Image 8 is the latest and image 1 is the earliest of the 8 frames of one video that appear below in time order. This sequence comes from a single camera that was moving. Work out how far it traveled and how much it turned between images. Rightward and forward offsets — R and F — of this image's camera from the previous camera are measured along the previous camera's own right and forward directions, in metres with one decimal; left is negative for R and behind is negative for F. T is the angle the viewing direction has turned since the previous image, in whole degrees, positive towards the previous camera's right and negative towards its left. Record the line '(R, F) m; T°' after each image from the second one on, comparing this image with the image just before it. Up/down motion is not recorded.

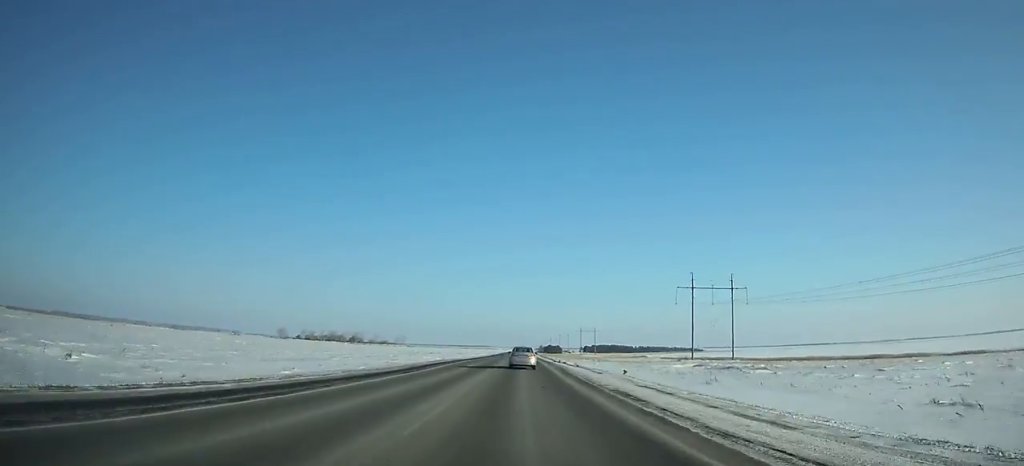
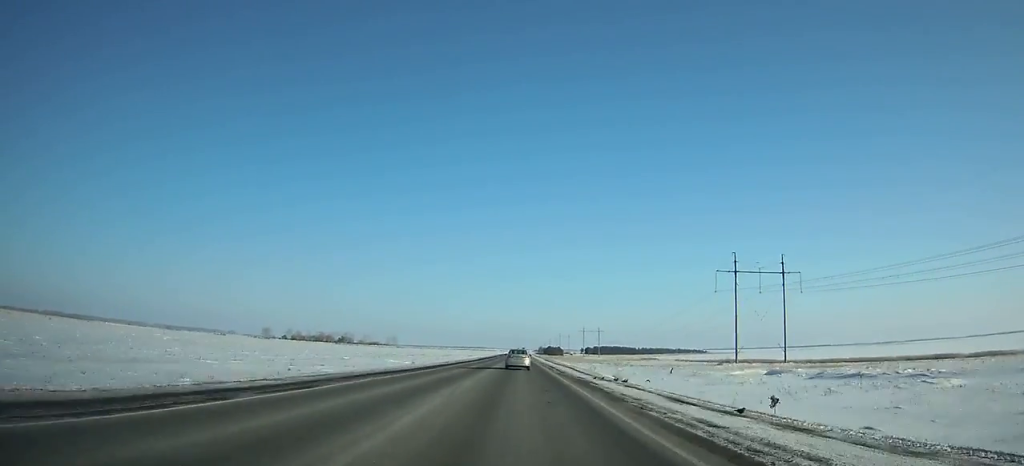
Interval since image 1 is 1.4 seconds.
(+0.2, +38.1) m; 0°
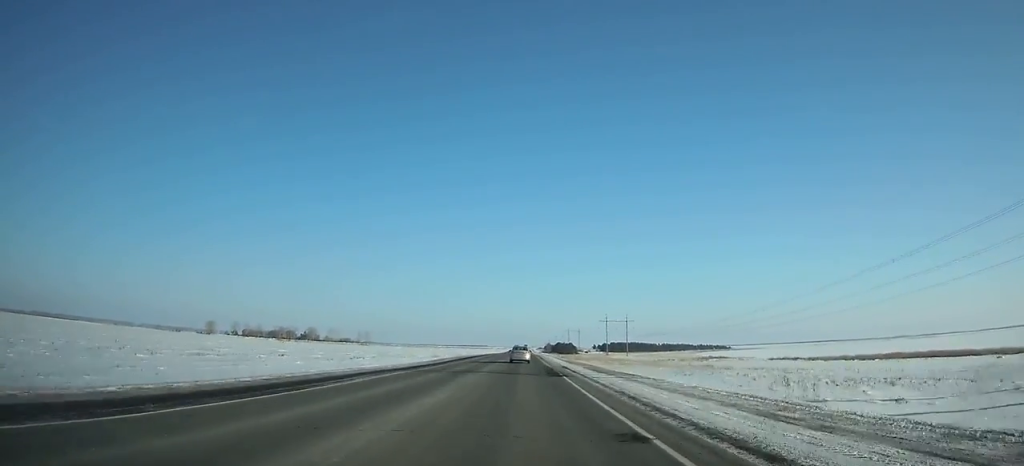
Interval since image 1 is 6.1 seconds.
(+0.3, +130.0) m; 0°
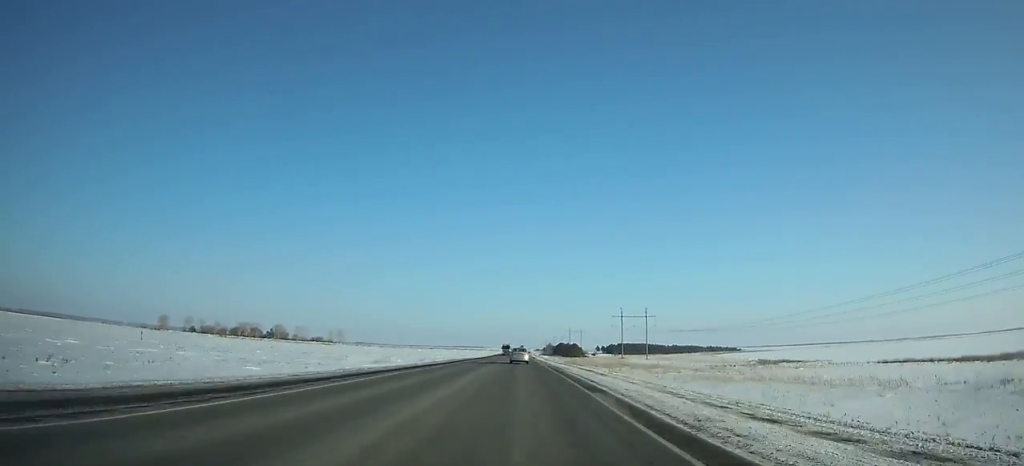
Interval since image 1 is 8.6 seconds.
(+0.1, +70.5) m; 0°
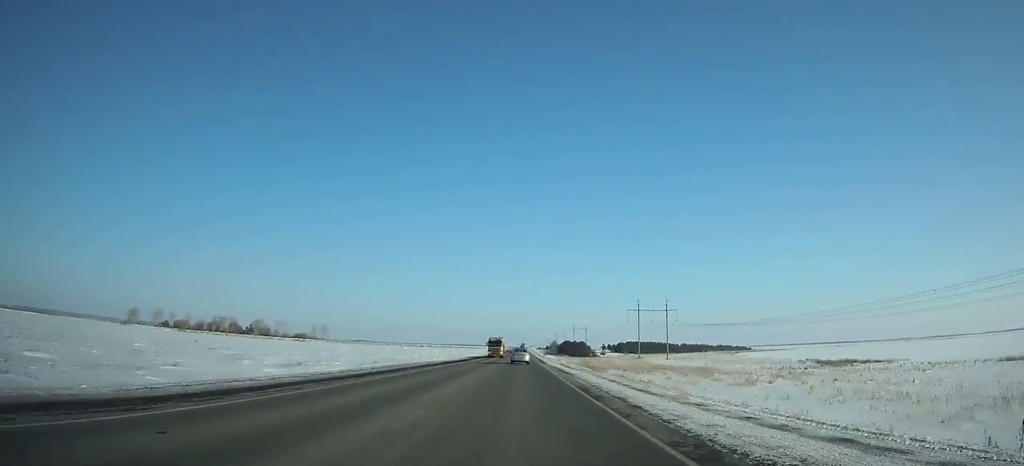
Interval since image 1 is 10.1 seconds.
(0.0, +42.7) m; 0°
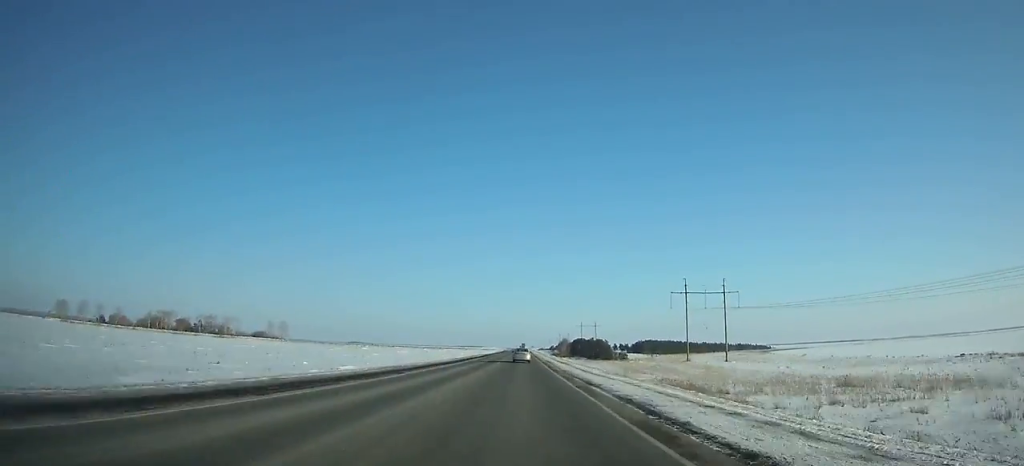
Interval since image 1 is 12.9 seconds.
(+0.1, +80.5) m; 0°
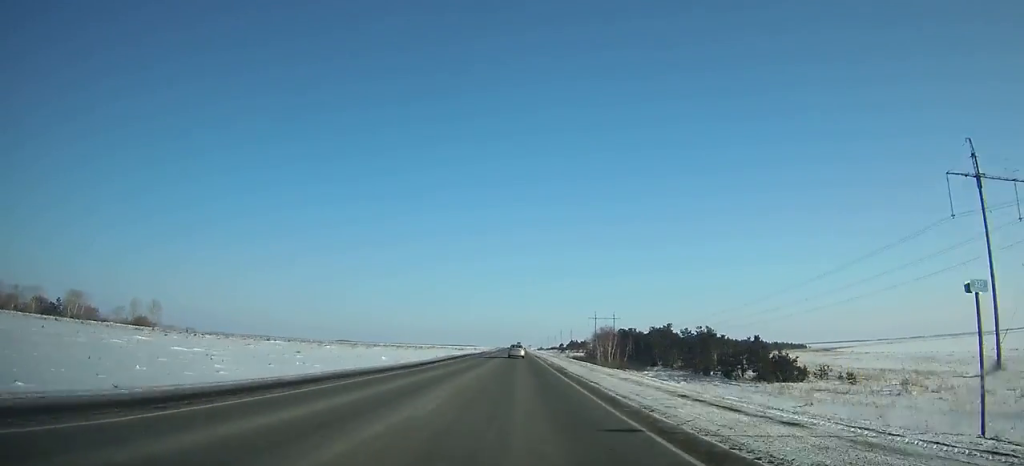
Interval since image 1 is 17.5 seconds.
(0.0, +133.6) m; 0°
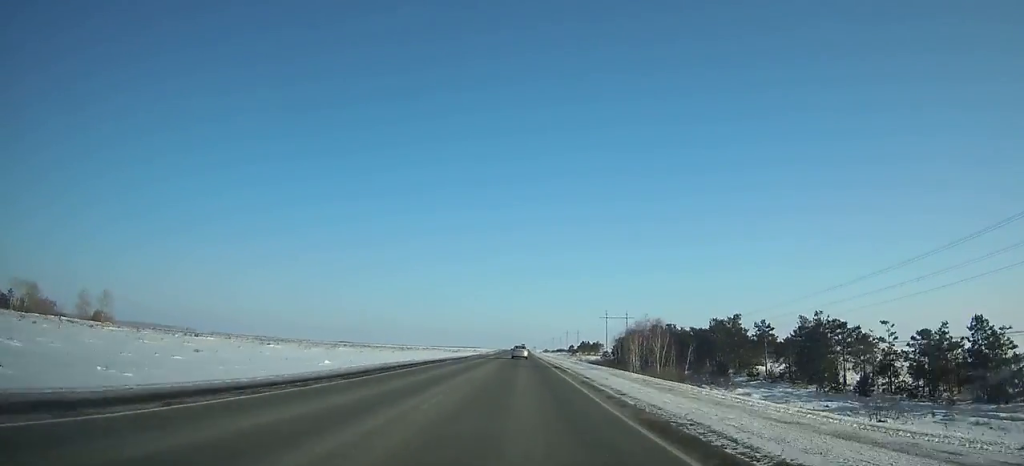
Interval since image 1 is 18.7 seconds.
(+0.1, +35.1) m; 0°
